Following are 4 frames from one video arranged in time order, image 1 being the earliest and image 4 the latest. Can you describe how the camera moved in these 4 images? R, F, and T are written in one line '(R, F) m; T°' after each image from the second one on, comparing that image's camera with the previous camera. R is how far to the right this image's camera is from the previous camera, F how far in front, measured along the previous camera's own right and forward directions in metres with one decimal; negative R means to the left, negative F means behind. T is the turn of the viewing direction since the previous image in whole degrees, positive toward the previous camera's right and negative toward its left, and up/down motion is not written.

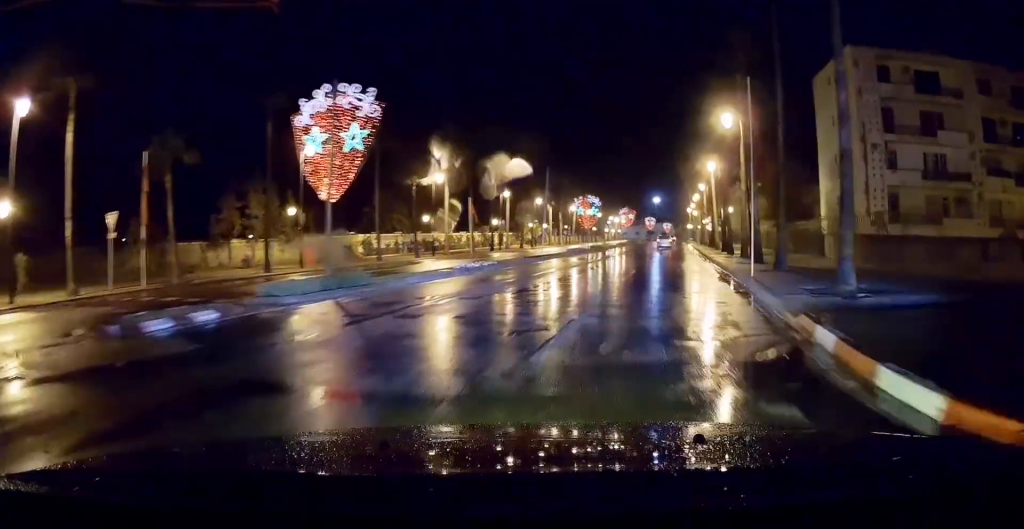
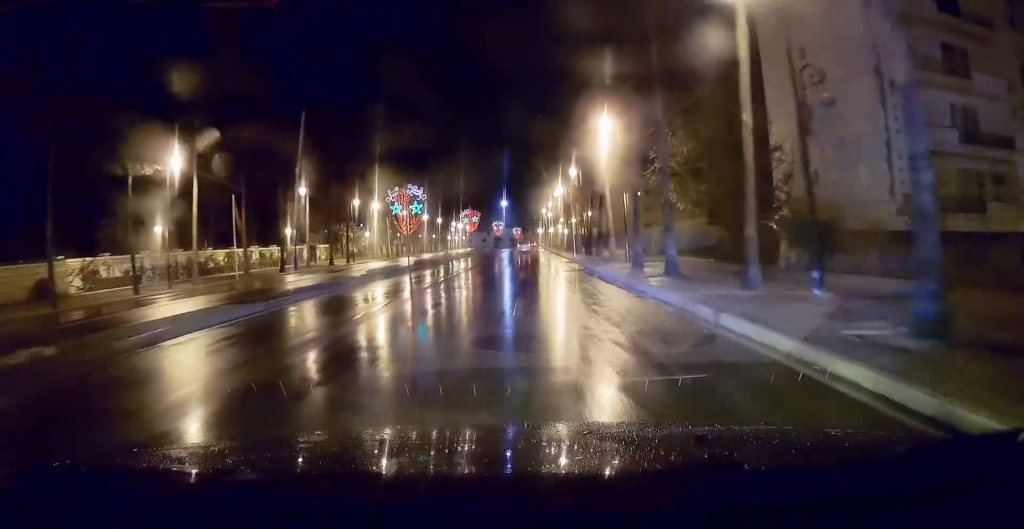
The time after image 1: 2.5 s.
(+1.5, +20.8) m; +6°
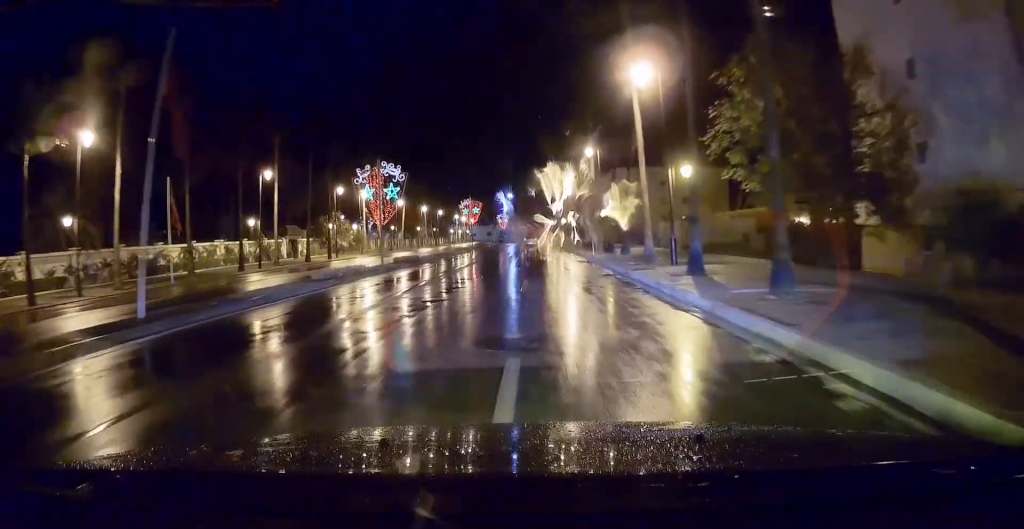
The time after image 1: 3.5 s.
(0.0, +8.5) m; +1°
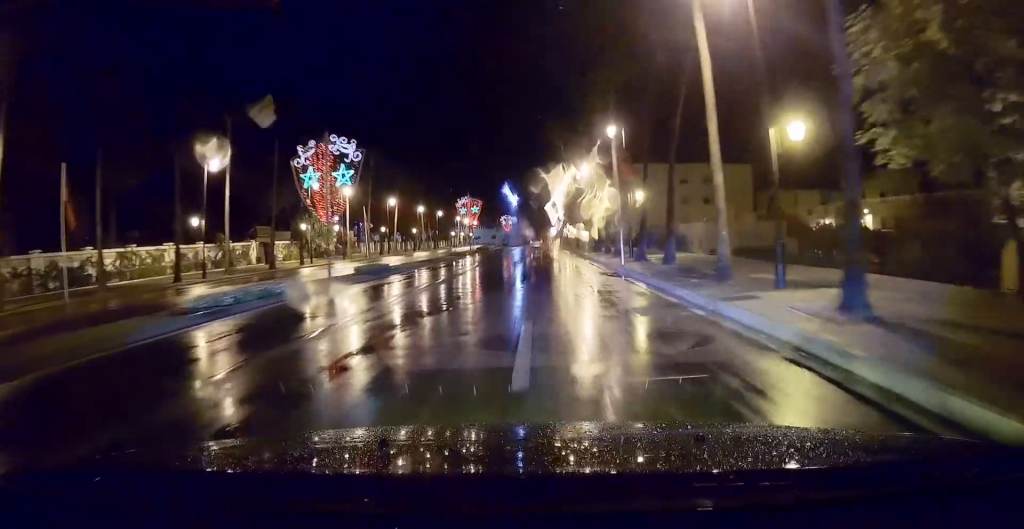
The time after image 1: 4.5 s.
(+0.1, +9.2) m; +1°
